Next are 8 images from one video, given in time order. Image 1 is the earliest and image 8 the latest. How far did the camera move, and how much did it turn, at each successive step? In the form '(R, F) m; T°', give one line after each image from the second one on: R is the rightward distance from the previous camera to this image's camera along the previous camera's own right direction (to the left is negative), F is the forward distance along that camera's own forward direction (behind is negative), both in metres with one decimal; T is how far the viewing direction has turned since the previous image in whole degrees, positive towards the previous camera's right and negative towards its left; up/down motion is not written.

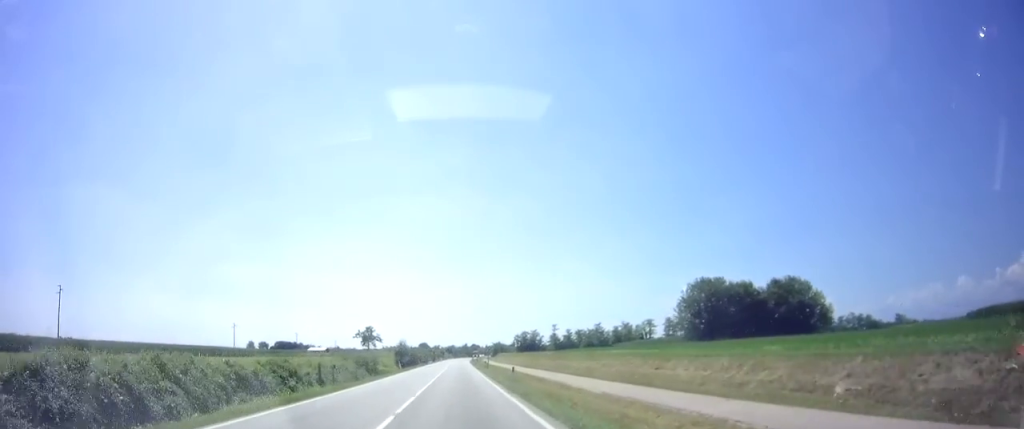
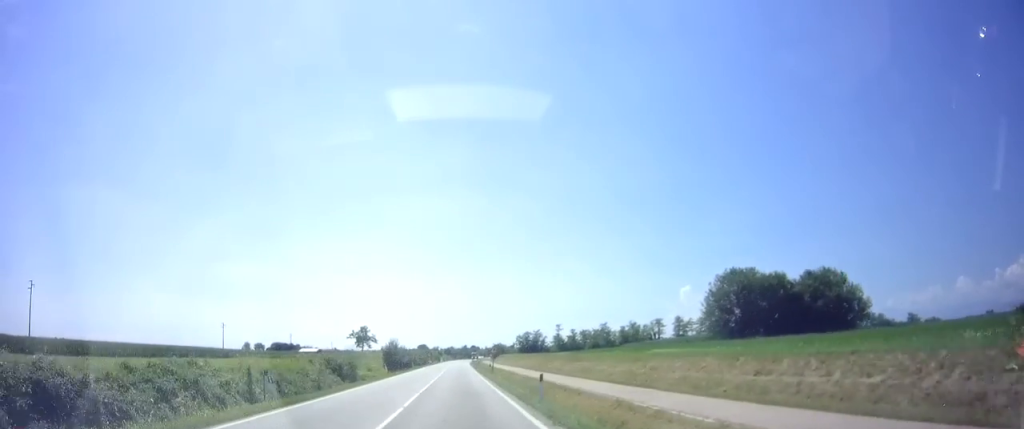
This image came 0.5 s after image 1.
(+0.1, +9.2) m; +1°
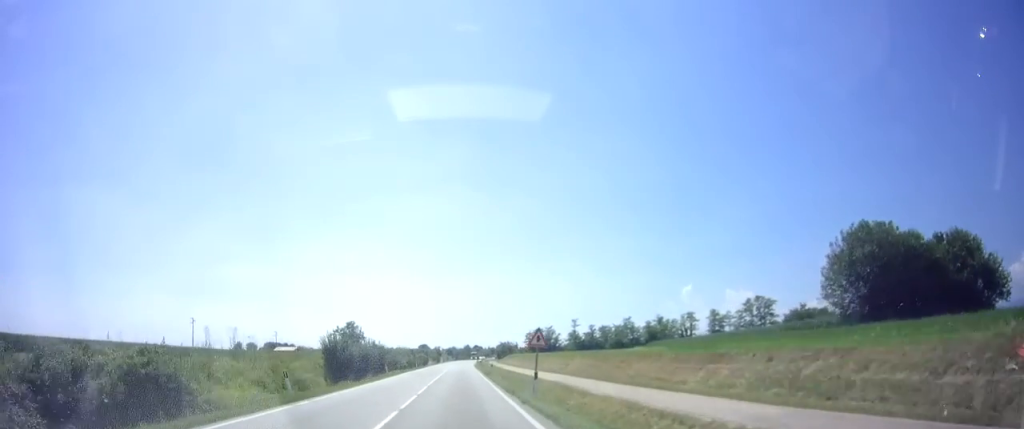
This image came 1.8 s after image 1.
(+0.1, +24.6) m; 0°
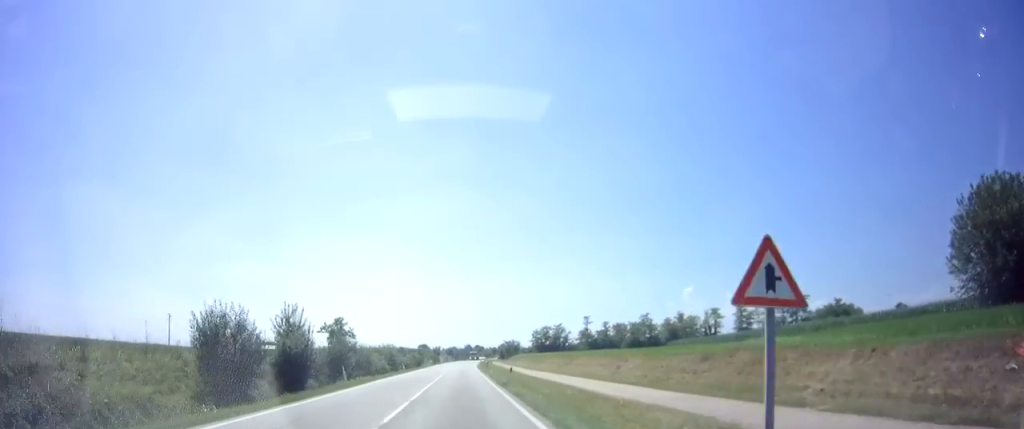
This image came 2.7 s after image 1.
(0.0, +15.4) m; -1°
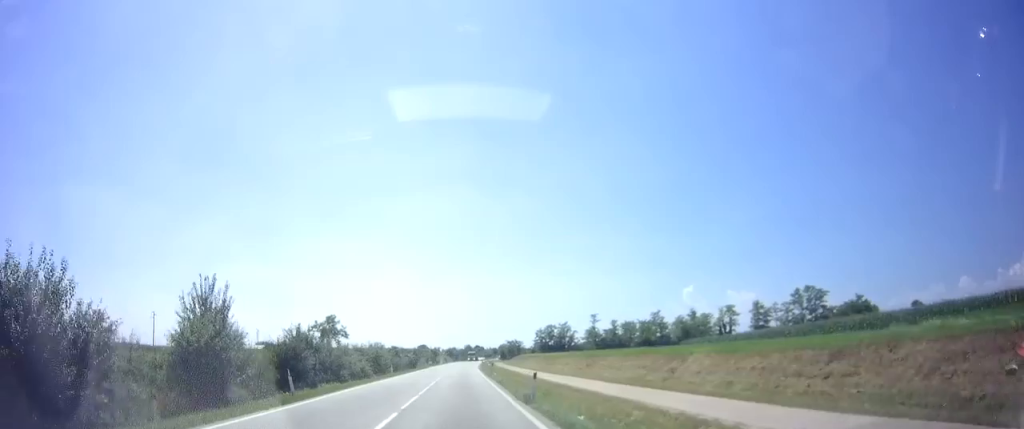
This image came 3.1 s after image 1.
(-0.2, +8.6) m; 0°
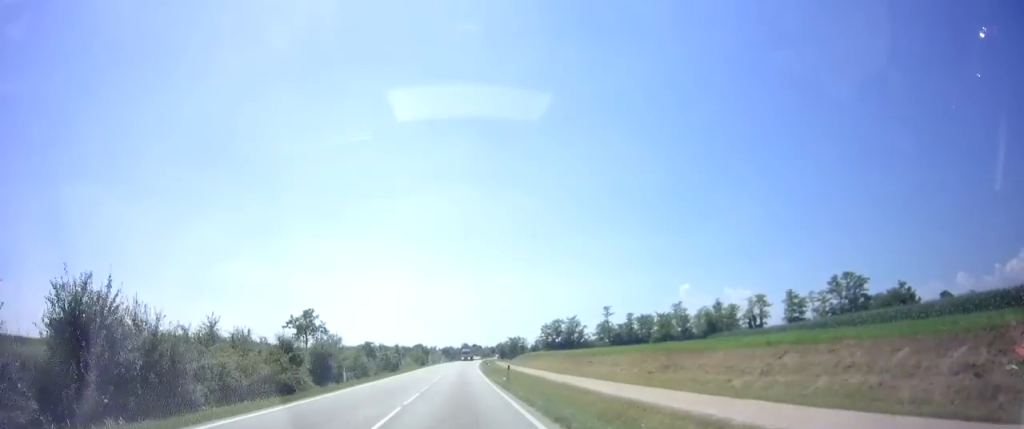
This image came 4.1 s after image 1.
(0.0, +17.1) m; +1°
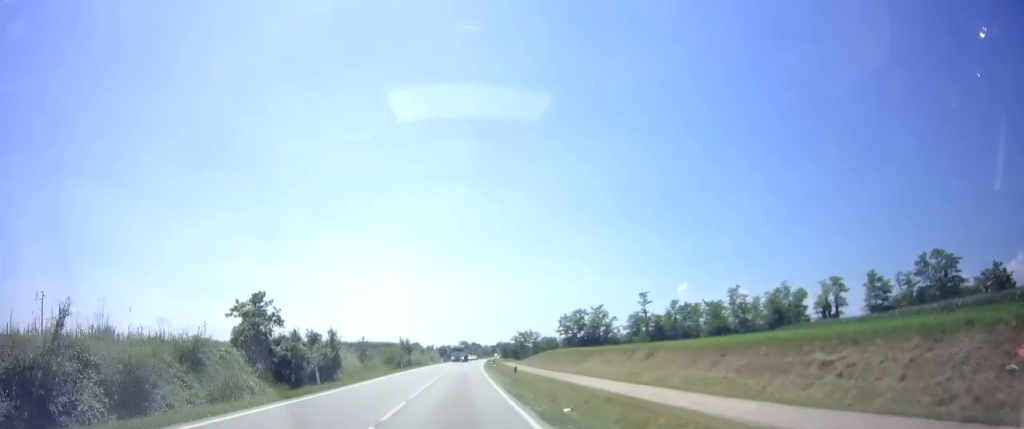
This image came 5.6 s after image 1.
(+0.3, +27.9) m; +1°
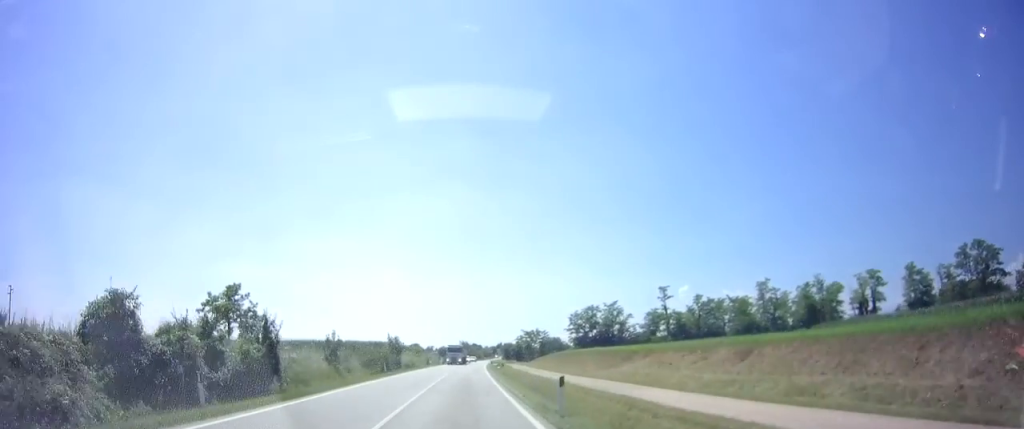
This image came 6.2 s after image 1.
(0.0, +10.3) m; +1°
